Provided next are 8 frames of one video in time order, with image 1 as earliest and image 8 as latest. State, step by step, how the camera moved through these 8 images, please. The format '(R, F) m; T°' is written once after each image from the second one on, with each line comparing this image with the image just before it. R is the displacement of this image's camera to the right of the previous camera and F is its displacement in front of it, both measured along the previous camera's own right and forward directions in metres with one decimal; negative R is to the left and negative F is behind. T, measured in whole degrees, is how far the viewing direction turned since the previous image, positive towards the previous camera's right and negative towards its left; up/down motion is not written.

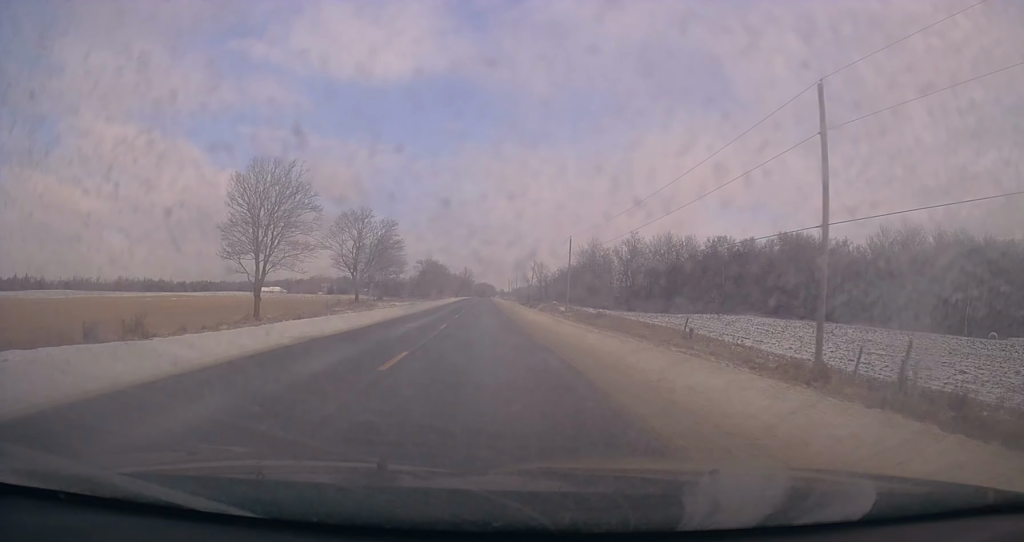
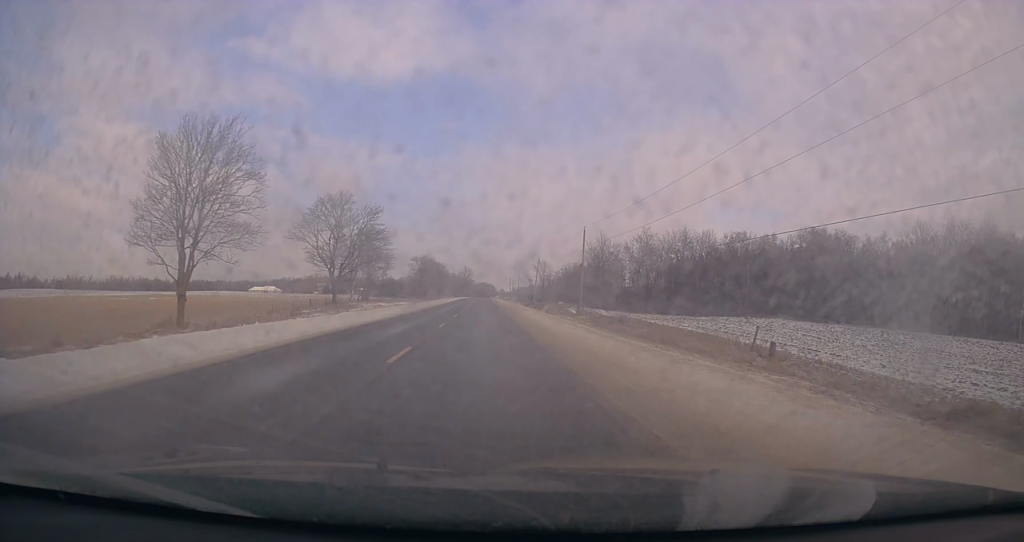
(-0.2, +12.2) m; 0°
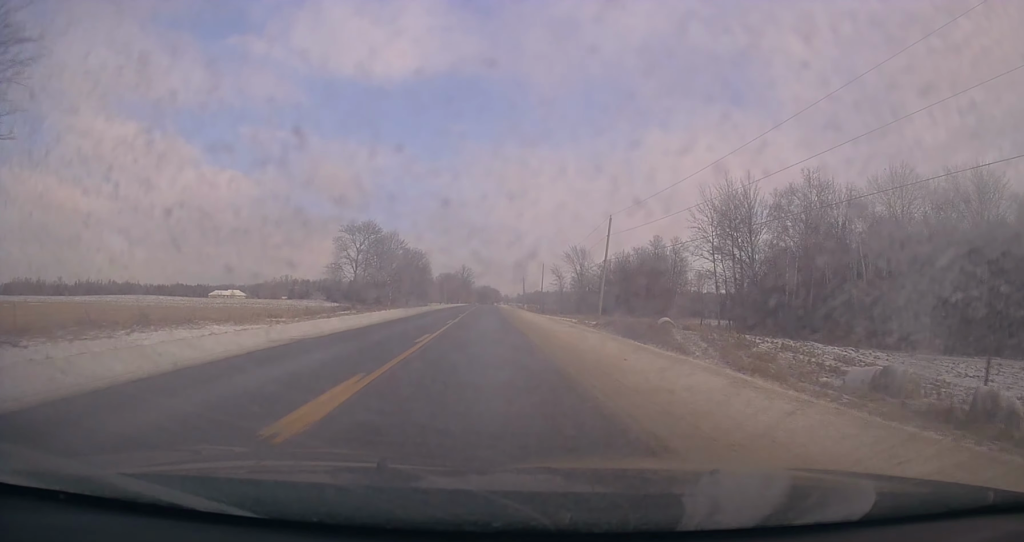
(-0.9, +76.6) m; -1°
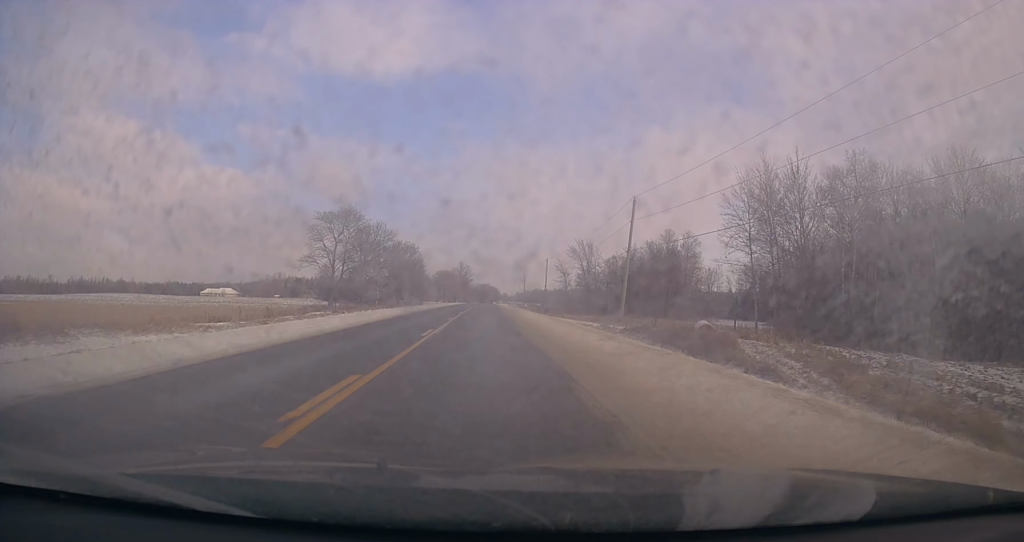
(+0.1, +10.9) m; +1°
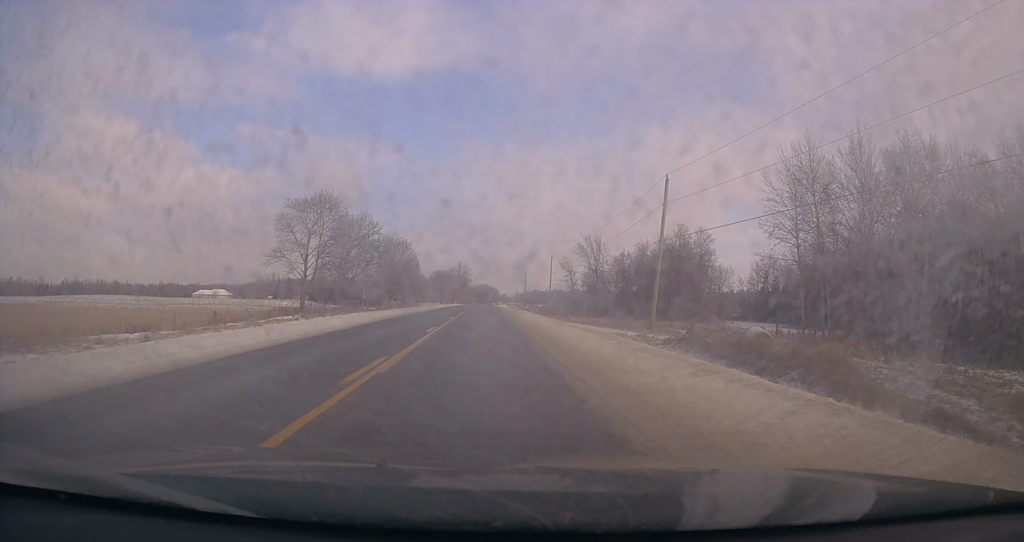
(0.0, +10.1) m; +1°
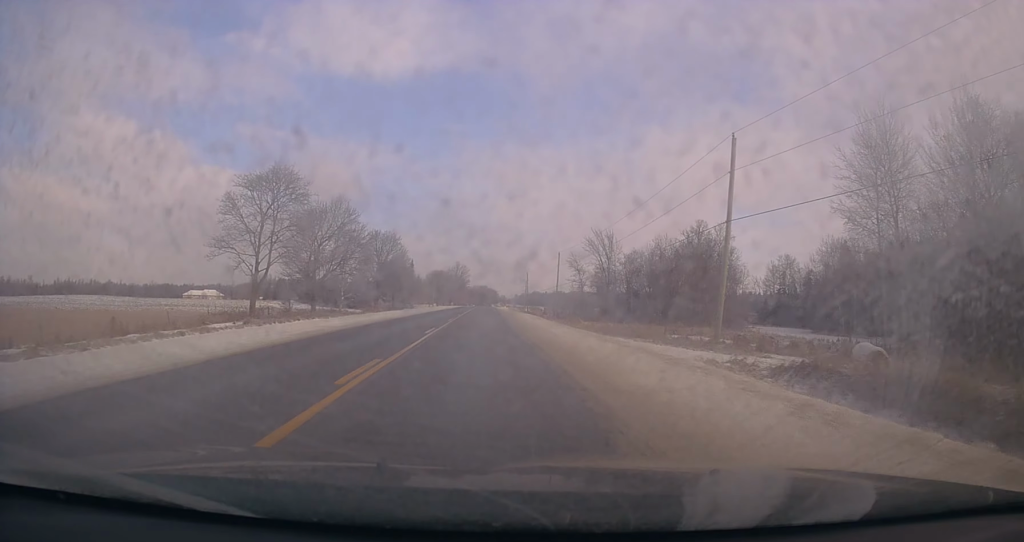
(+0.1, +11.8) m; +1°
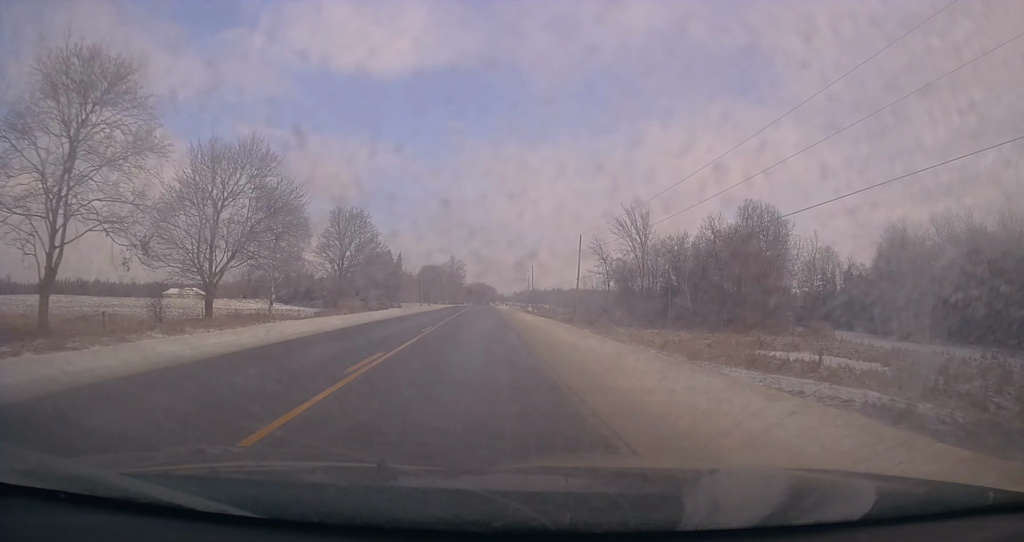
(+0.2, +23.3) m; 0°
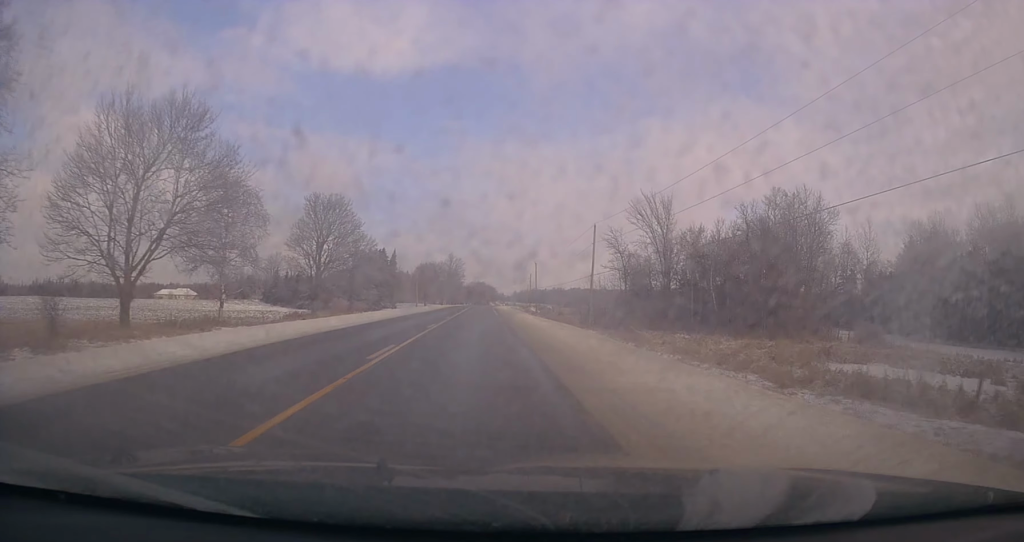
(0.0, +9.4) m; 0°
